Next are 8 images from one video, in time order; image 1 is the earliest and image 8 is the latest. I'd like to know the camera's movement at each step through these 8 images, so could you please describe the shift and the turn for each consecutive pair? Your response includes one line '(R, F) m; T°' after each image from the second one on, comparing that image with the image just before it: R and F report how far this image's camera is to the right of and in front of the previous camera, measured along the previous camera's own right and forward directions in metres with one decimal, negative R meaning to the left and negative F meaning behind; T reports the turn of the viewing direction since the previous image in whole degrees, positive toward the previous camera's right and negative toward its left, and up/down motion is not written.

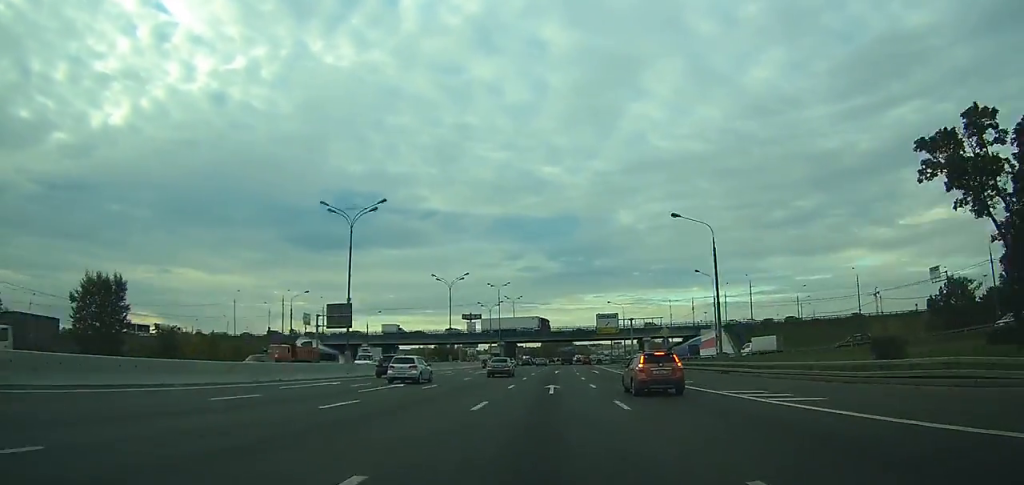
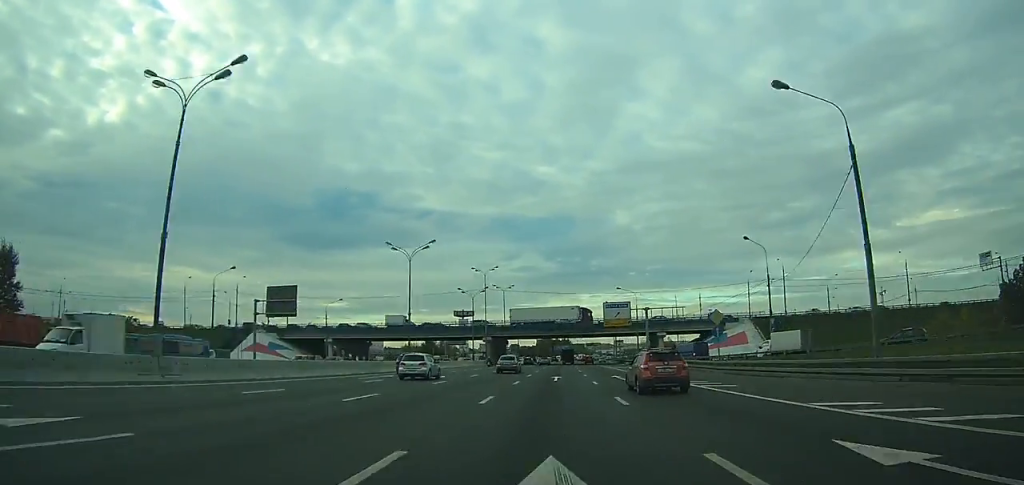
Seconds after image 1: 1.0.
(+0.2, +21.1) m; 0°
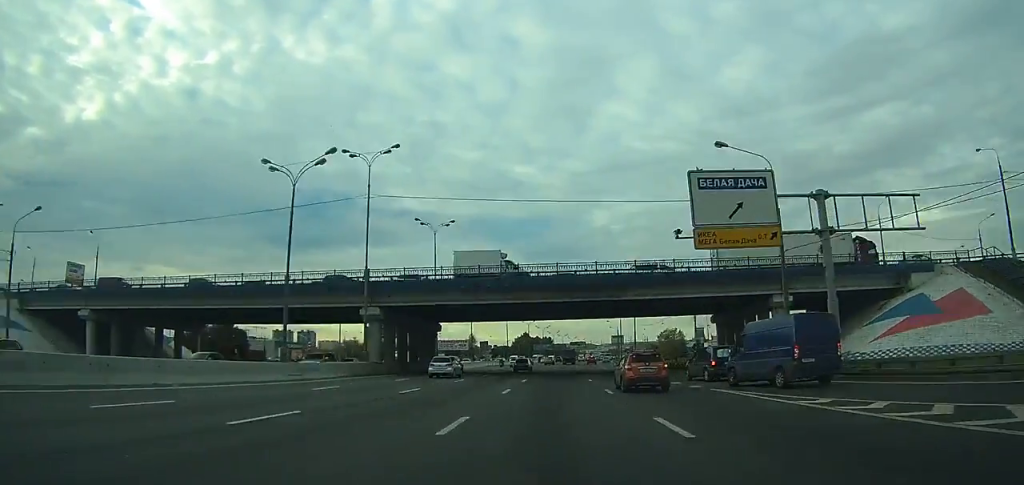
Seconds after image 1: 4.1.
(+0.8, +67.8) m; +2°
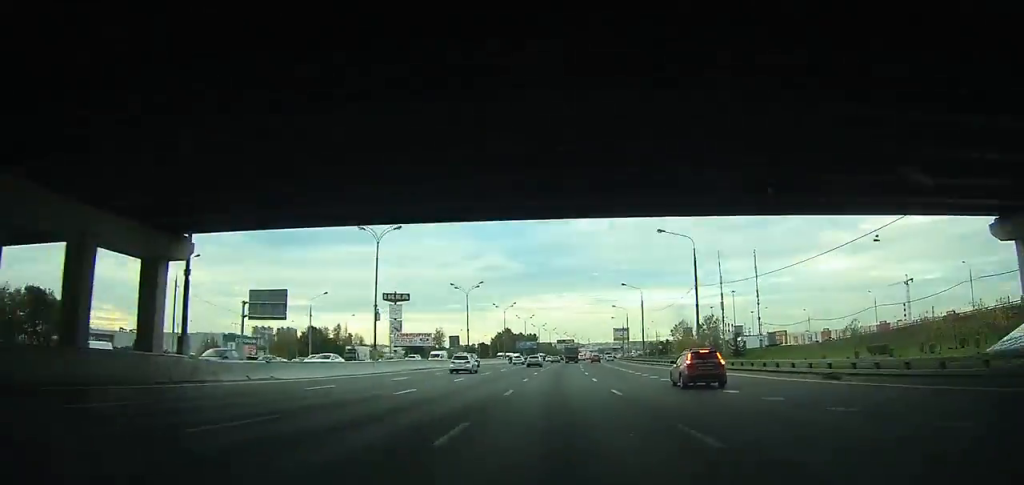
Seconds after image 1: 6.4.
(+0.6, +51.3) m; +2°
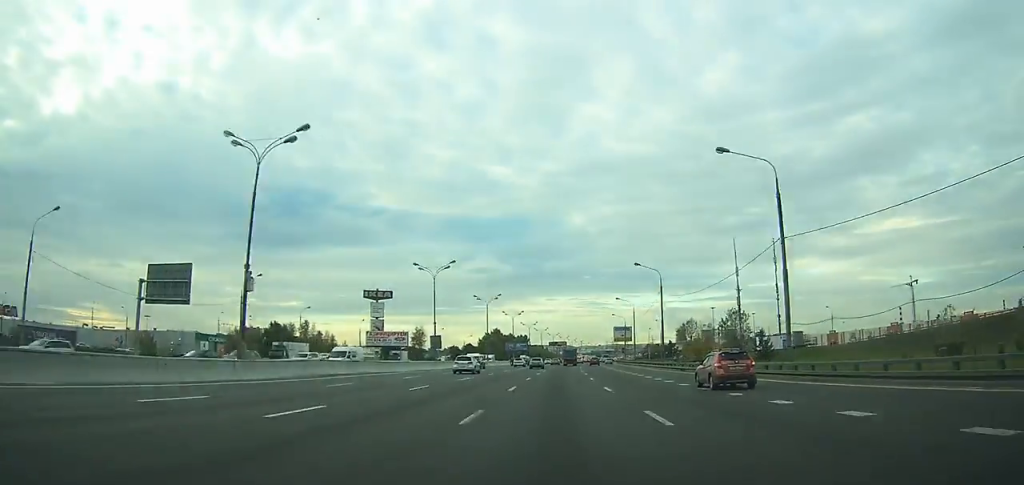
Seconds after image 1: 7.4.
(0.0, +21.3) m; +2°
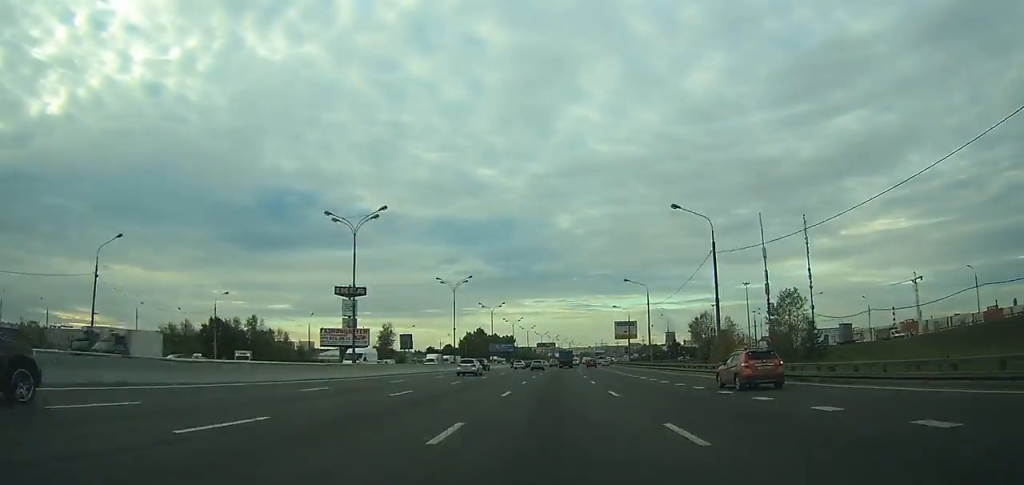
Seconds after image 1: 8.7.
(+0.6, +26.3) m; +2°
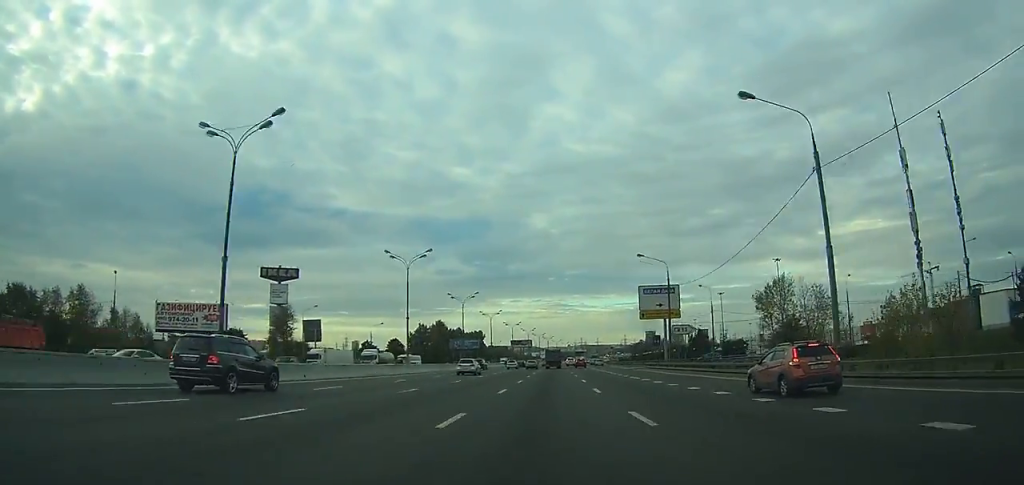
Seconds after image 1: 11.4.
(+1.3, +55.9) m; +1°
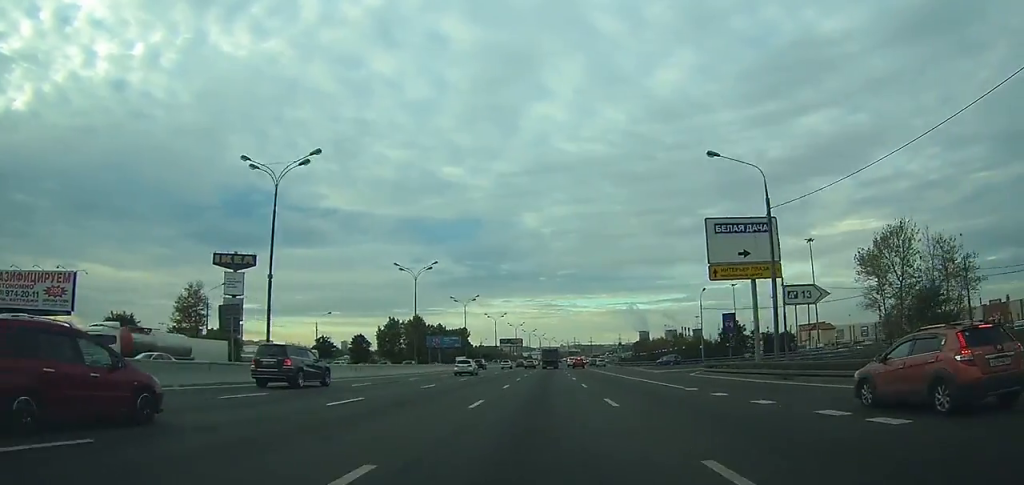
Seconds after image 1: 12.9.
(+0.1, +31.6) m; 0°
